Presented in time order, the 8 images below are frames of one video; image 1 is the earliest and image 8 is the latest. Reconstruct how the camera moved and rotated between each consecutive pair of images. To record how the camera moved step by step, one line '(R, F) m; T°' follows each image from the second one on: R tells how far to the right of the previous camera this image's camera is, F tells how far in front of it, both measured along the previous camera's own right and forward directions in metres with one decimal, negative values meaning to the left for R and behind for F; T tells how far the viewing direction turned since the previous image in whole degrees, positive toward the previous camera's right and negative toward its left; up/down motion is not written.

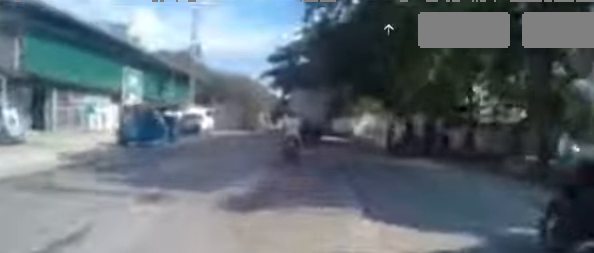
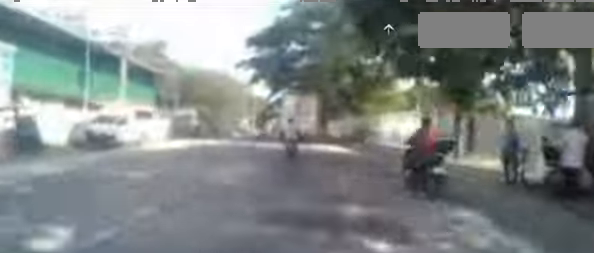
(-0.3, +10.6) m; +1°
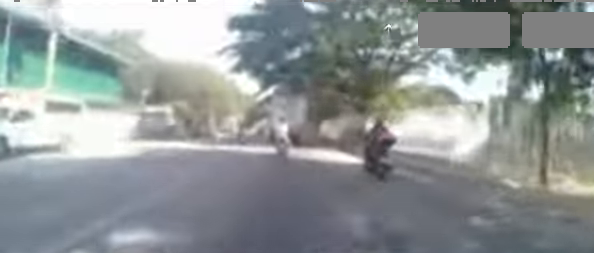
(+0.2, +5.7) m; +3°
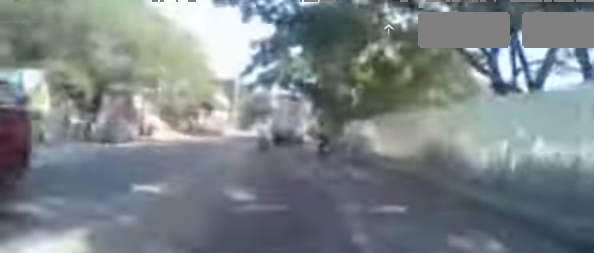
(+0.1, +19.9) m; -3°
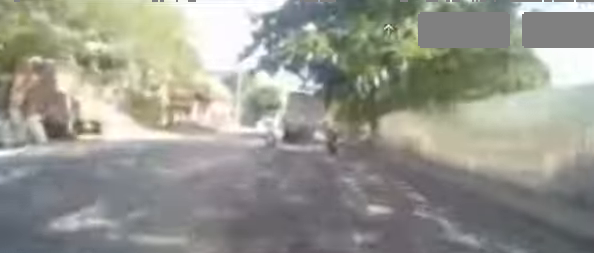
(-0.1, +7.2) m; -1°
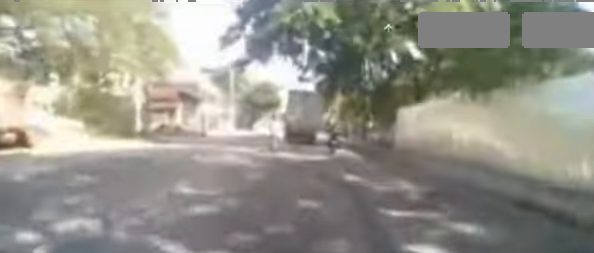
(0.0, +4.6) m; 0°
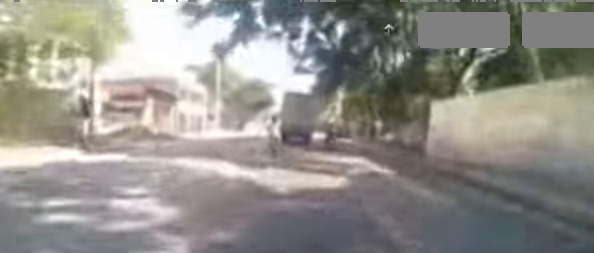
(0.0, +5.3) m; 0°
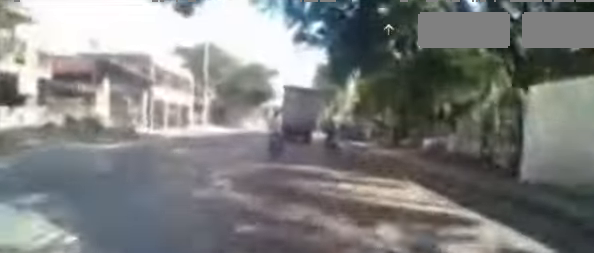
(0.0, +5.6) m; 0°
